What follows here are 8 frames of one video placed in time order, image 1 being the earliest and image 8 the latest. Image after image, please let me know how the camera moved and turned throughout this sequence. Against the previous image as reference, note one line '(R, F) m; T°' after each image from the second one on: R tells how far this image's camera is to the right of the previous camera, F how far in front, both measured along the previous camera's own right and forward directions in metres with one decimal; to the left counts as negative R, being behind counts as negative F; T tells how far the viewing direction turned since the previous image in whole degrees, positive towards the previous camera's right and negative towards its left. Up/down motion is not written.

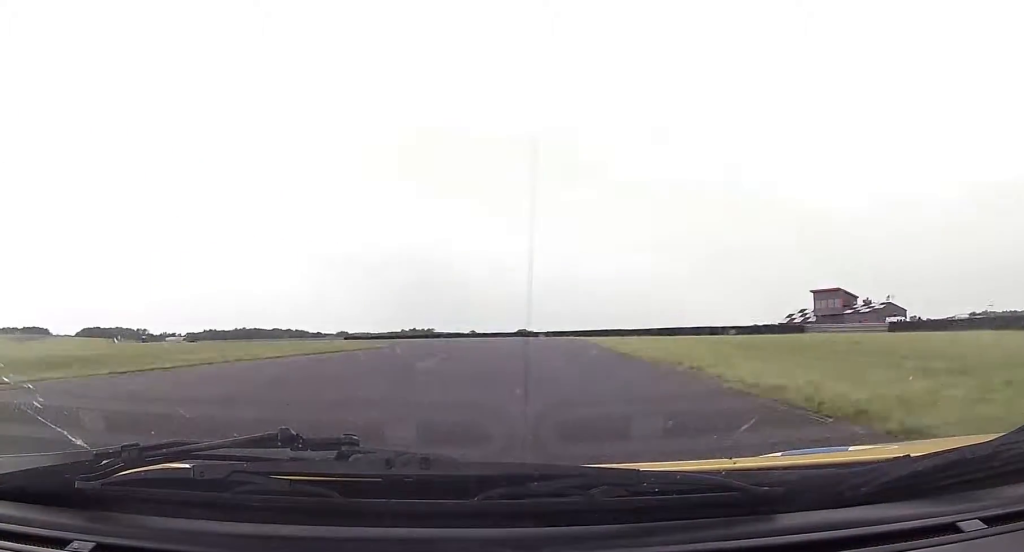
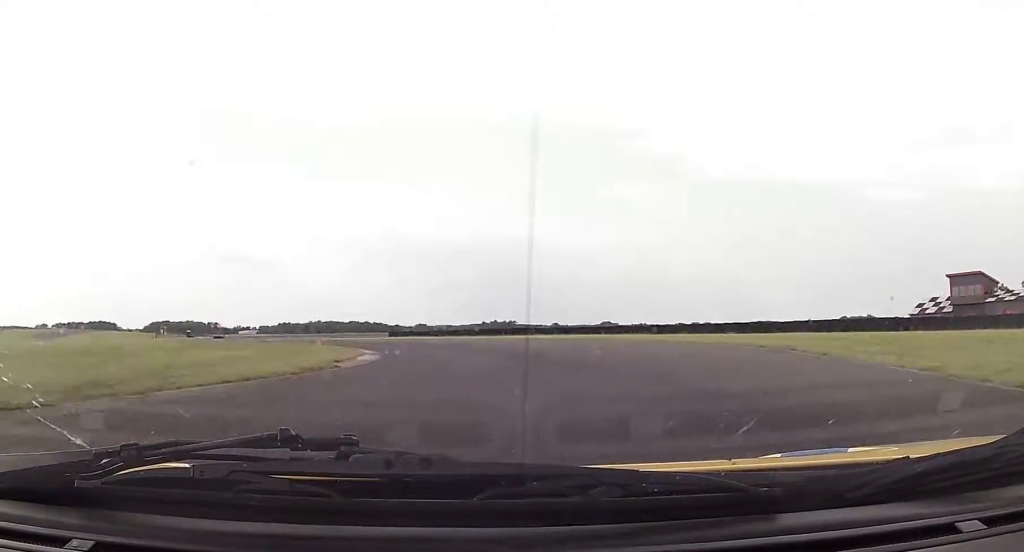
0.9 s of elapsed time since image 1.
(+0.1, +25.1) m; -7°
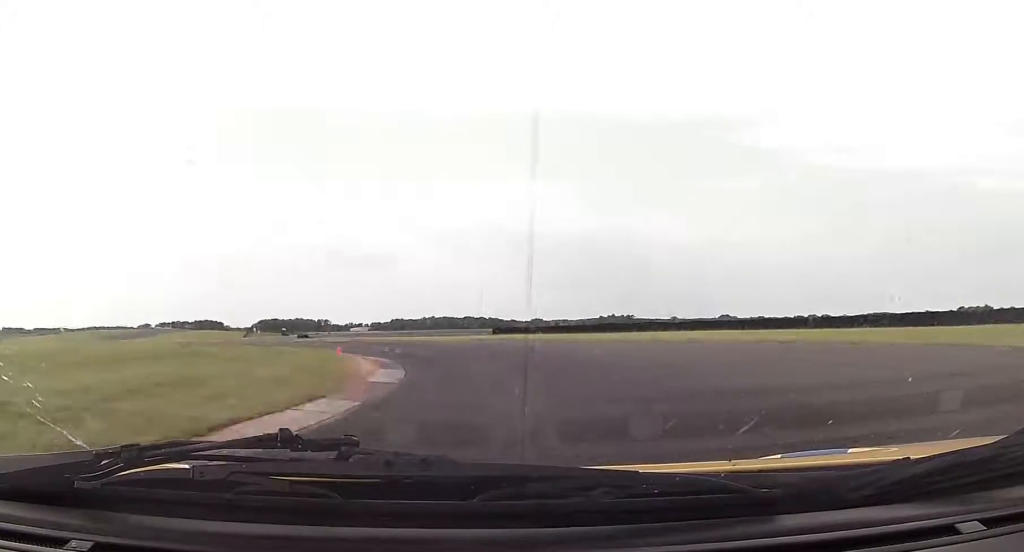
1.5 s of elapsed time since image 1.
(-1.0, +15.6) m; -10°
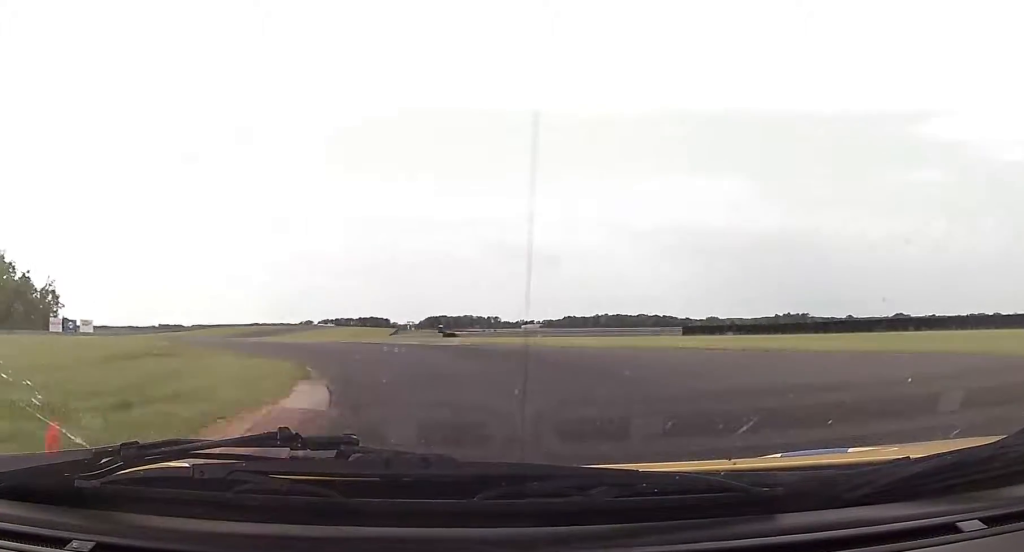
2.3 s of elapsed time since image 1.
(-2.7, +19.5) m; -14°
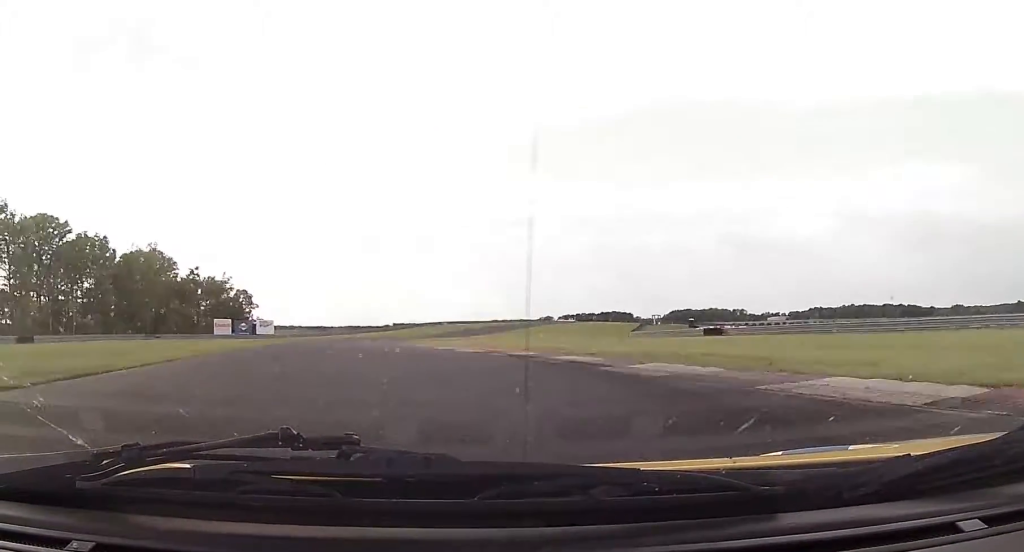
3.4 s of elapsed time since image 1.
(-4.9, +28.6) m; -17°
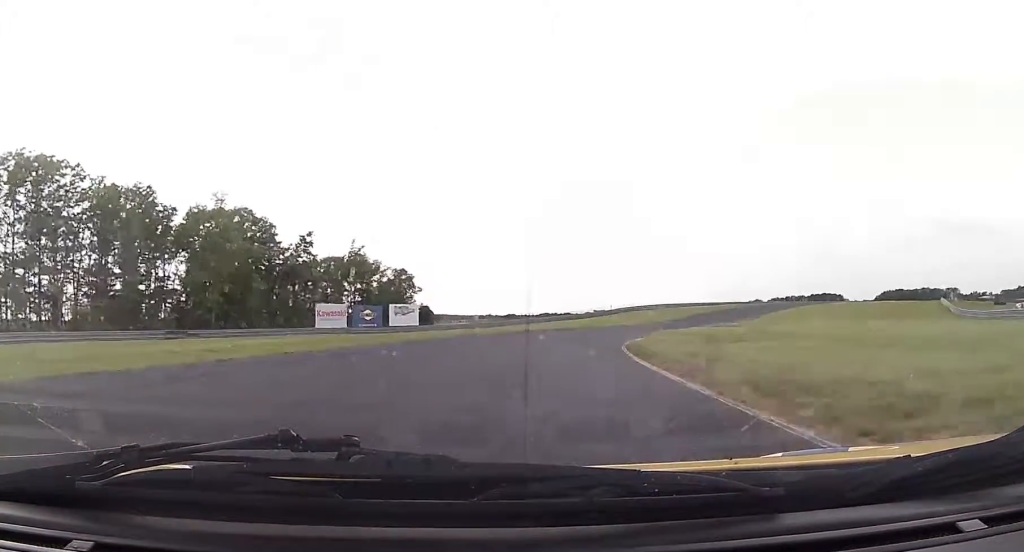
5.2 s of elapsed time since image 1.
(-8.0, +52.7) m; -10°
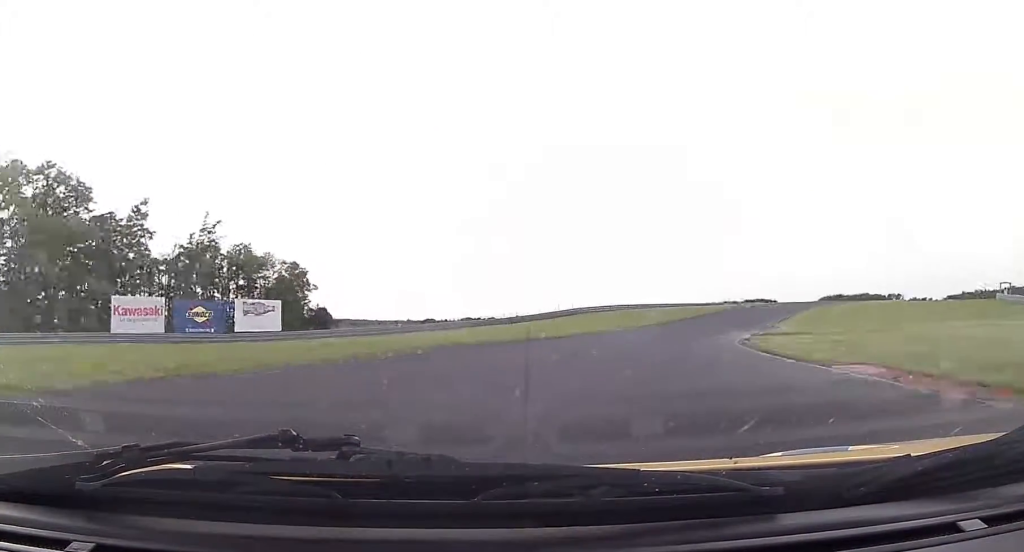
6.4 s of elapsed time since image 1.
(+0.6, +35.5) m; +6°
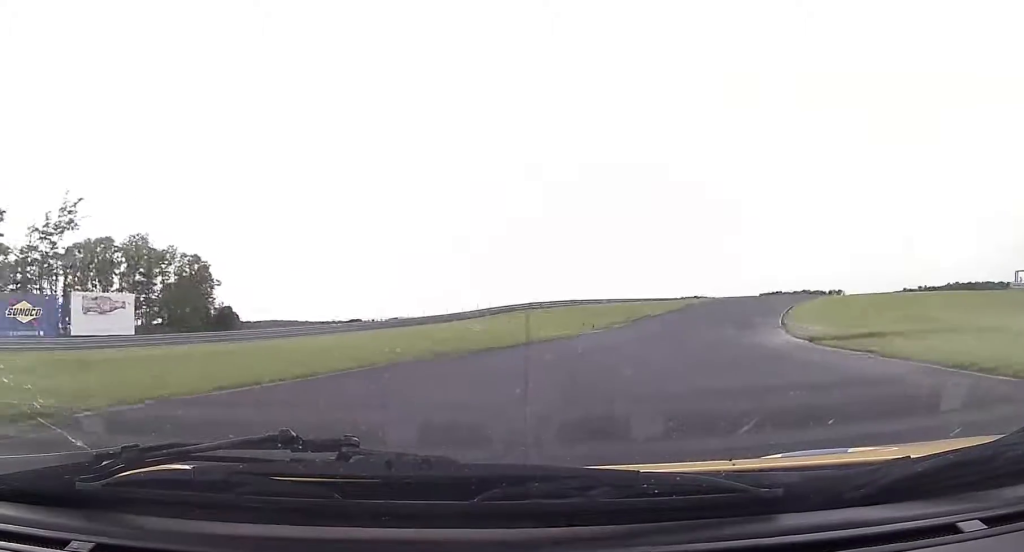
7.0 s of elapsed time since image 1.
(+0.5, +17.9) m; +6°
